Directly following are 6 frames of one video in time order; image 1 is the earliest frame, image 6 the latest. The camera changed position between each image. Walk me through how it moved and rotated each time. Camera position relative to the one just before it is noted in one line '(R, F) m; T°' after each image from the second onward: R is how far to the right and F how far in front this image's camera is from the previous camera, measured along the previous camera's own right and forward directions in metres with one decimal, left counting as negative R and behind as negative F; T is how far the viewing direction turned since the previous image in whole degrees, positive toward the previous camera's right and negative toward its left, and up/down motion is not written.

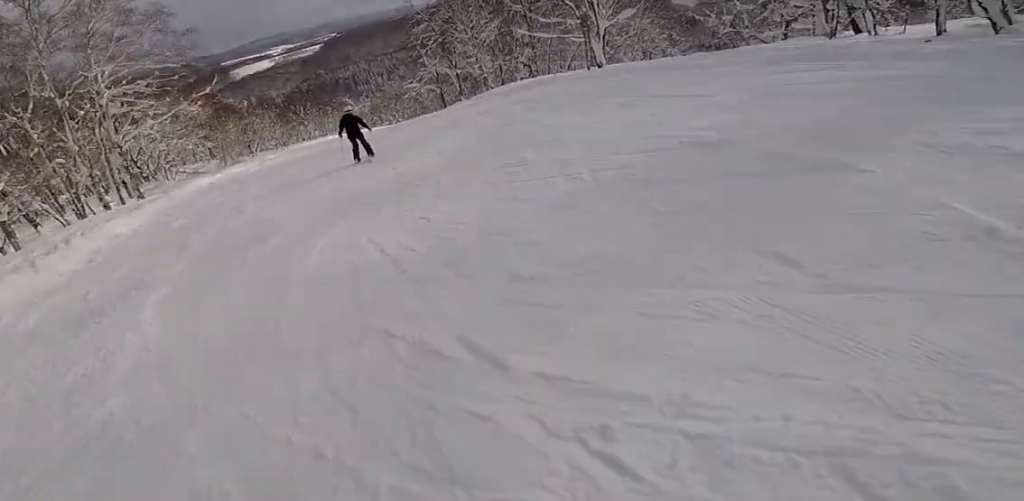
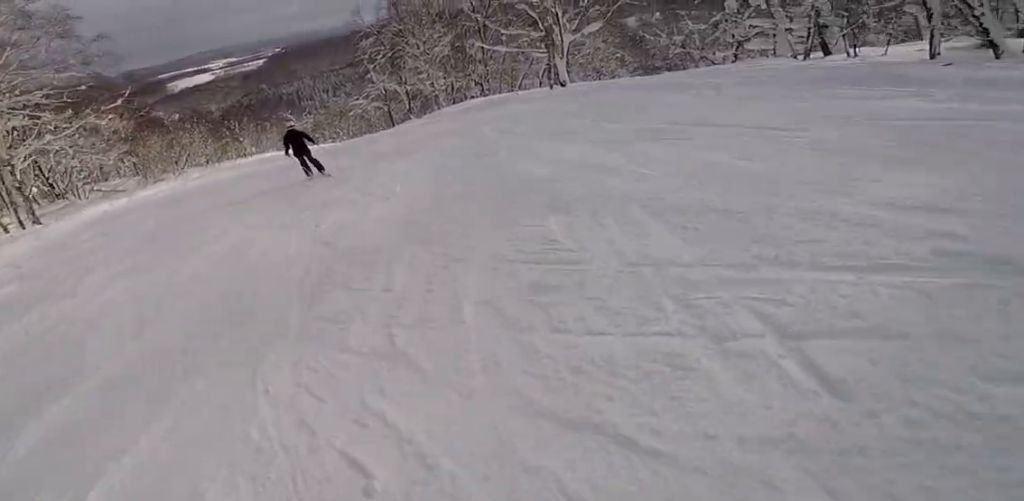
(+0.4, +3.3) m; -3°
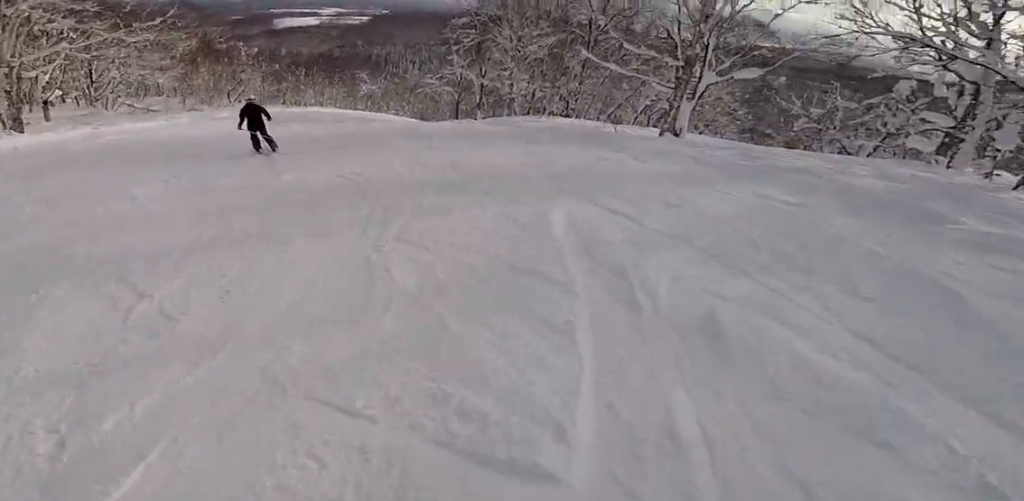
(+0.5, +5.9) m; -10°
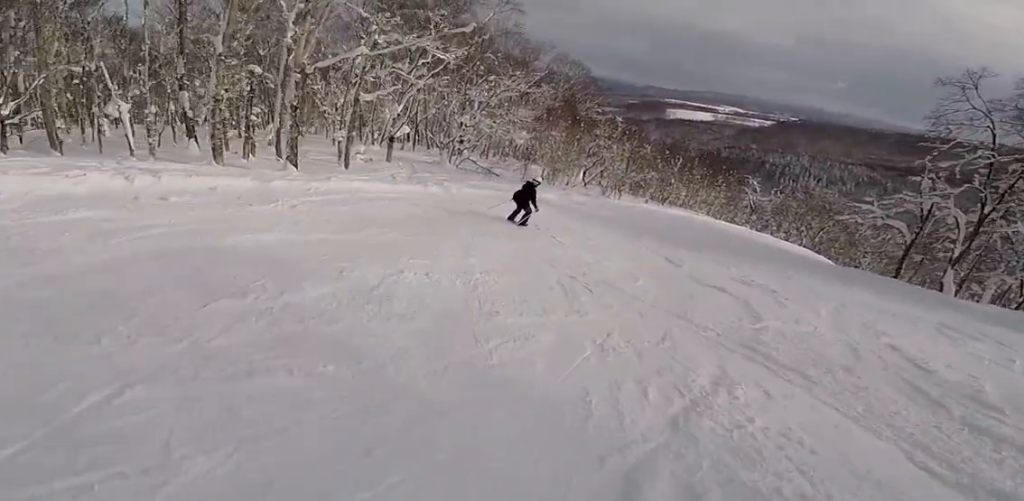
(-4.4, +13.2) m; -20°
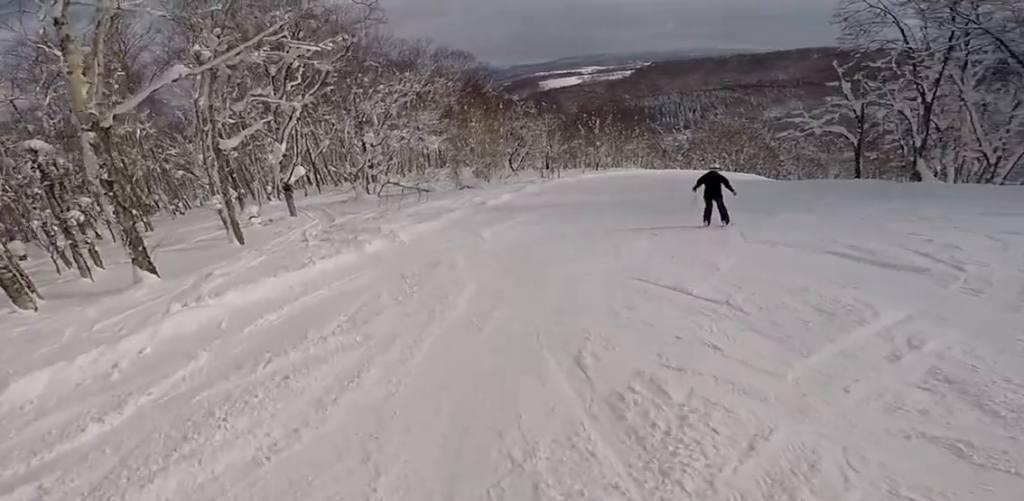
(0.0, +6.7) m; +15°
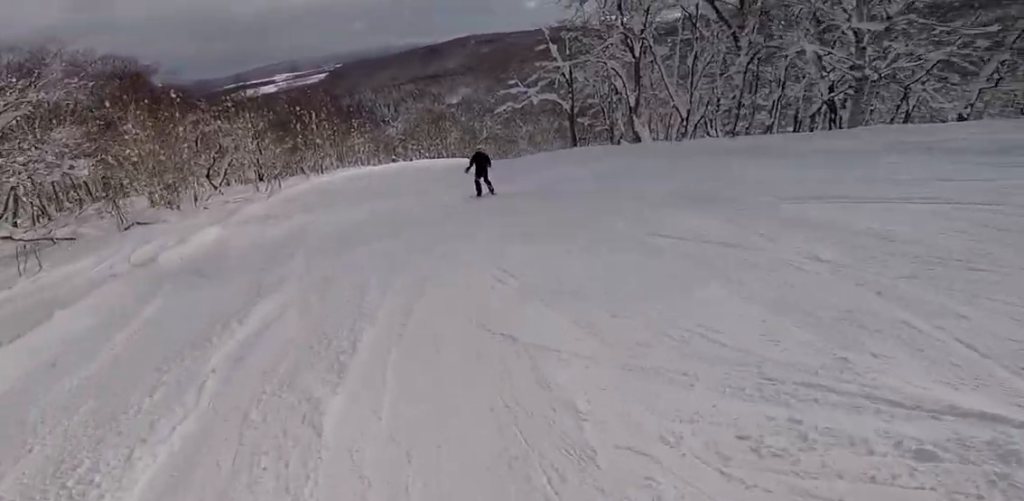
(+3.1, +8.7) m; +29°
